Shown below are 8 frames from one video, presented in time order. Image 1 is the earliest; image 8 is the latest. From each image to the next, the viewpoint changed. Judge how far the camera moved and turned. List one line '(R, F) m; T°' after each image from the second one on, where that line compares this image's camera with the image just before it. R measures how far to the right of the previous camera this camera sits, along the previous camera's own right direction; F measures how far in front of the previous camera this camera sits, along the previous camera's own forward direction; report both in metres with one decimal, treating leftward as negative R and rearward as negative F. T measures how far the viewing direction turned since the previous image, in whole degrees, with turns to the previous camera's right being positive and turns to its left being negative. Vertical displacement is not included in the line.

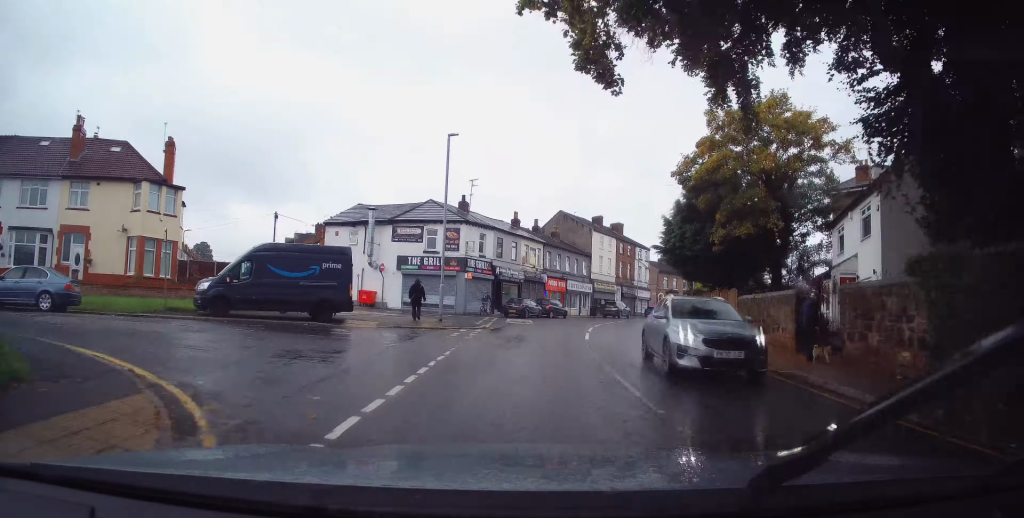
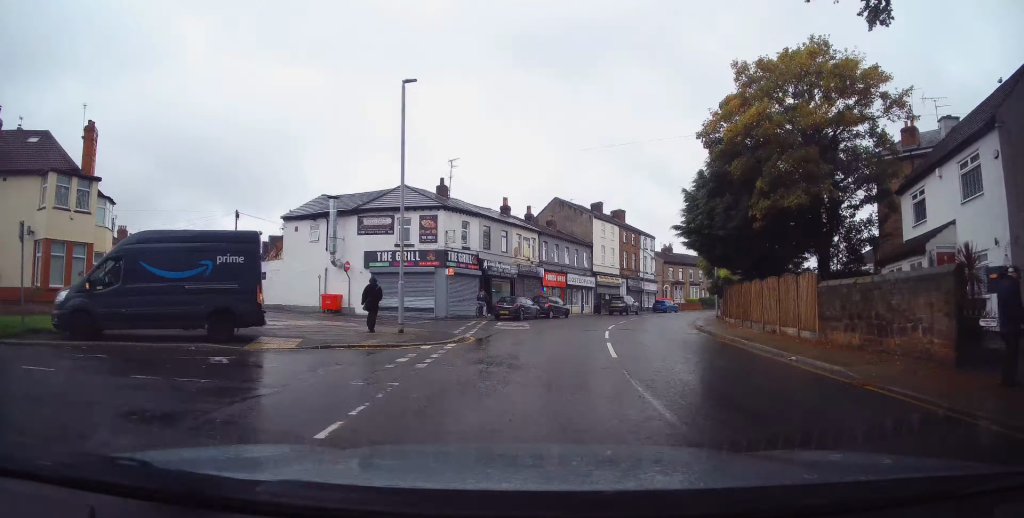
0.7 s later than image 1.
(-0.2, +6.5) m; +1°
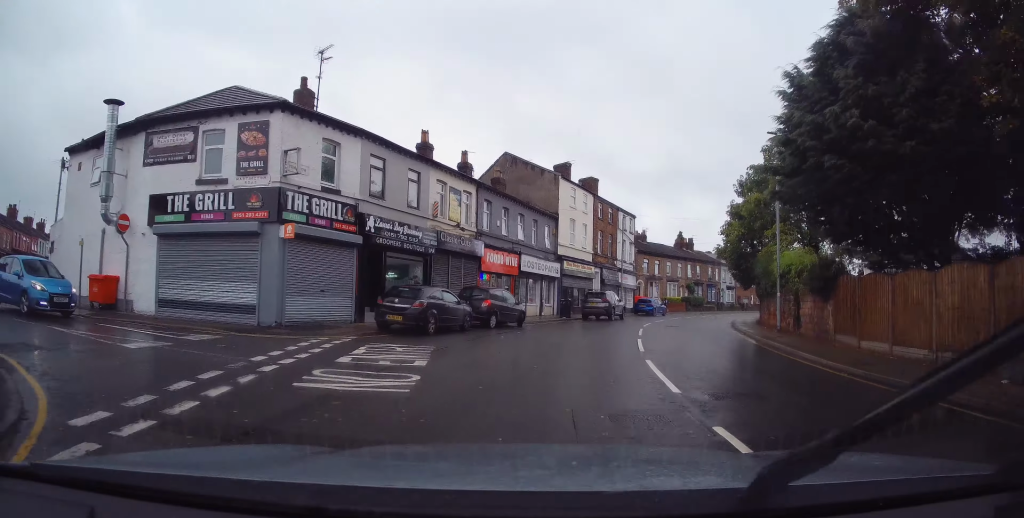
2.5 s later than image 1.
(+0.9, +16.4) m; +5°
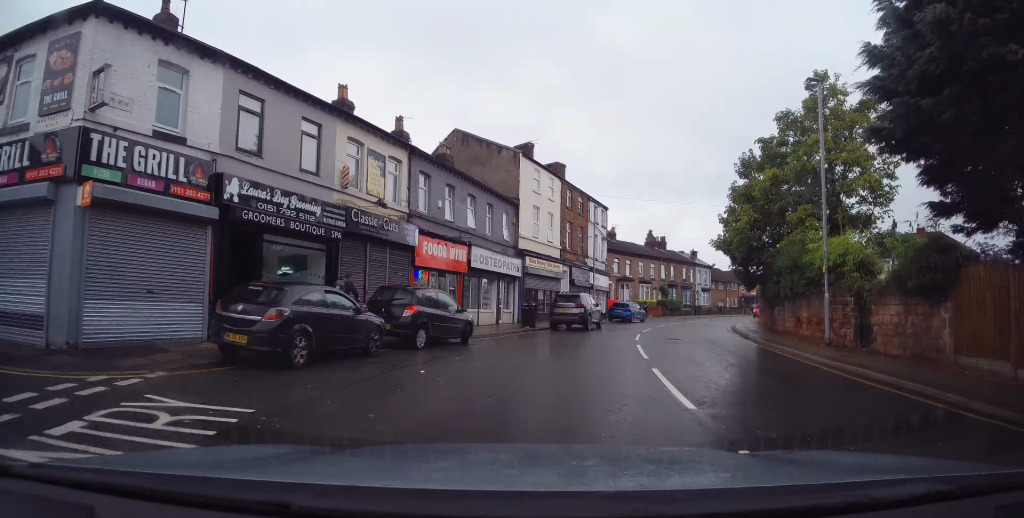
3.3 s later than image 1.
(-0.3, +6.9) m; +2°
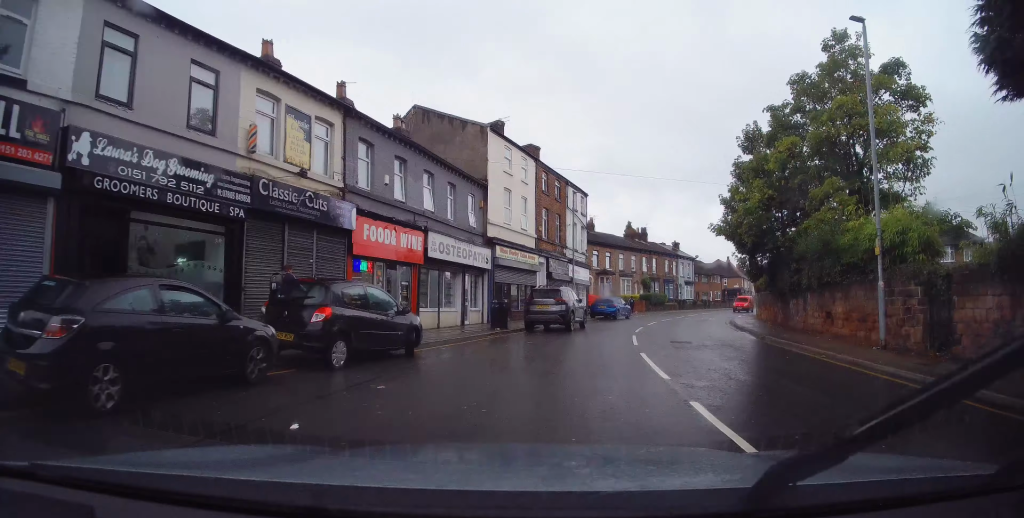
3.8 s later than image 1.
(+0.3, +4.1) m; +4°
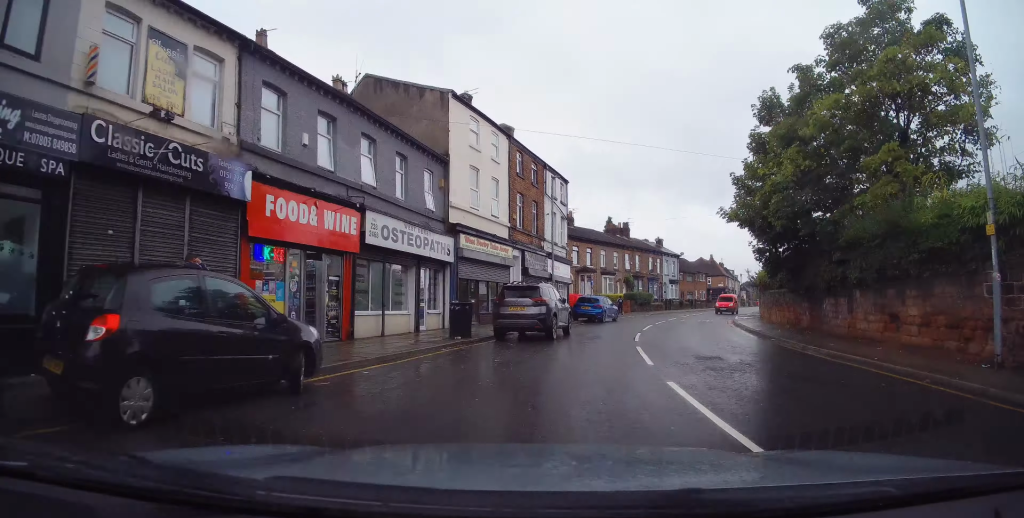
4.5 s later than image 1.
(+0.2, +4.6) m; +5°
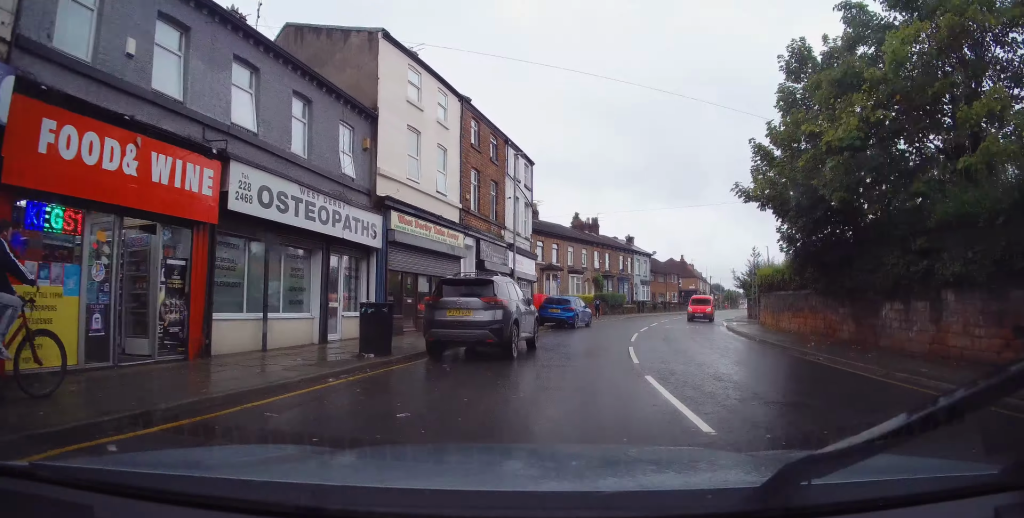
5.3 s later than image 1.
(+0.3, +5.6) m; +5°
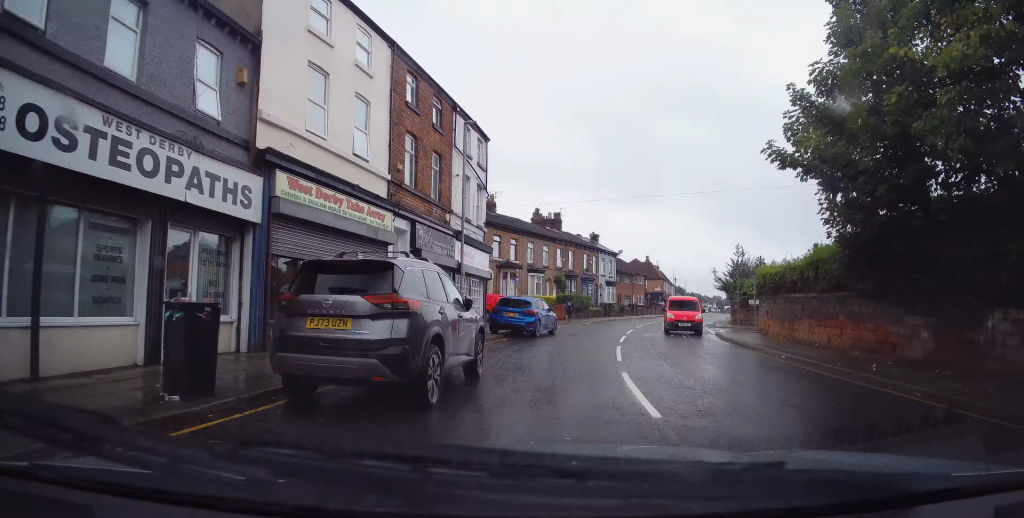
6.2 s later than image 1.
(+0.2, +5.2) m; +4°
